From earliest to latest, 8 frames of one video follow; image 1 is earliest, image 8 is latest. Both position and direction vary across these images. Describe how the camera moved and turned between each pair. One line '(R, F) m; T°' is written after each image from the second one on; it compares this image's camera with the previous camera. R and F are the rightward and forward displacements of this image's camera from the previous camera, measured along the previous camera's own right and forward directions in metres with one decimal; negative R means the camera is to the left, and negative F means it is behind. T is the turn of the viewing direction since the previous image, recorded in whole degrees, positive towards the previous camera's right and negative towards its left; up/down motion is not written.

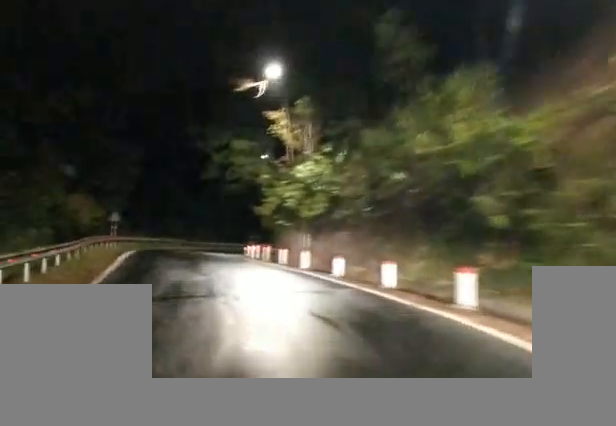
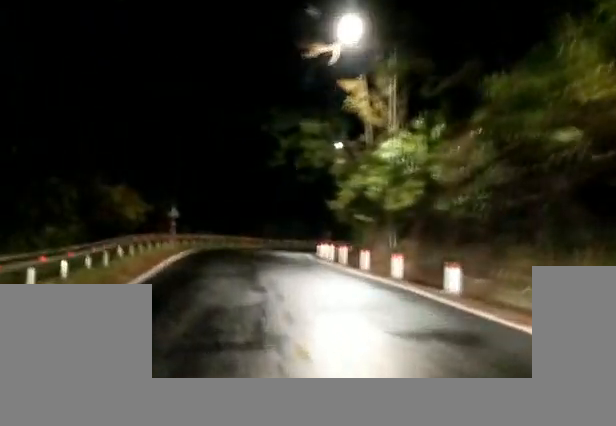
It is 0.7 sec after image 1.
(0.0, +7.5) m; -2°
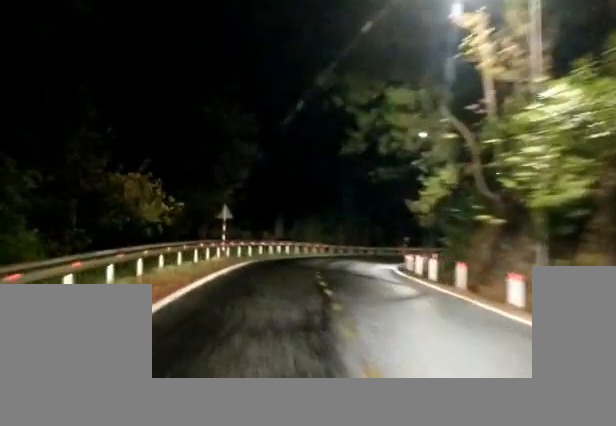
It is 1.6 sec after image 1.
(-0.4, +10.8) m; -5°
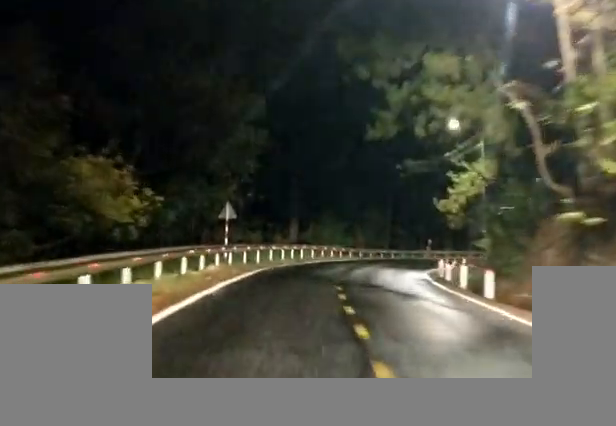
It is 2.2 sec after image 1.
(-0.4, +6.0) m; -2°
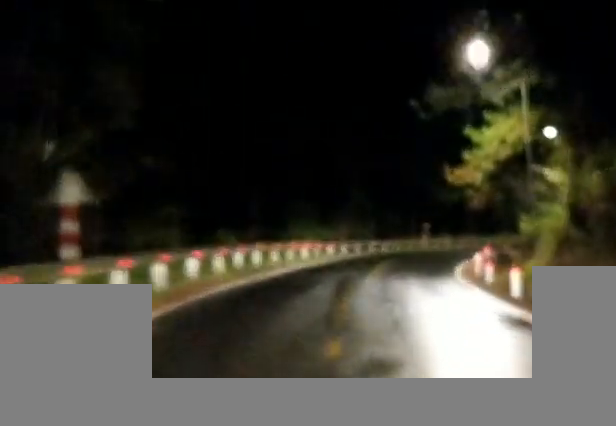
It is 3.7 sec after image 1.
(+0.2, +18.8) m; +5°
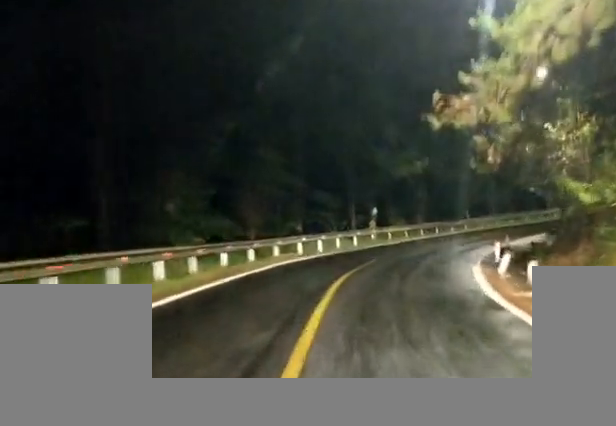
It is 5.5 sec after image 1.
(+3.0, +20.8) m; +10°
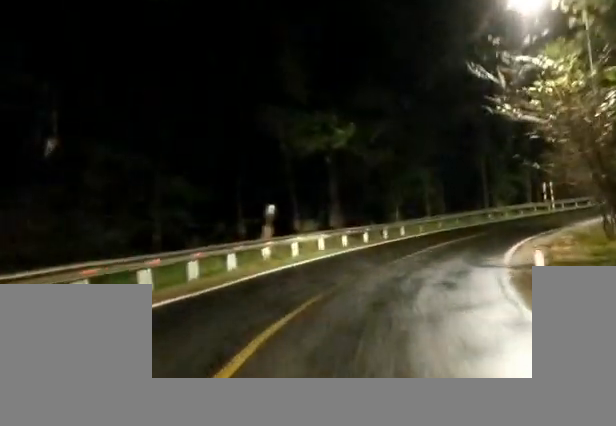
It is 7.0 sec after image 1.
(-0.9, +17.9) m; +2°
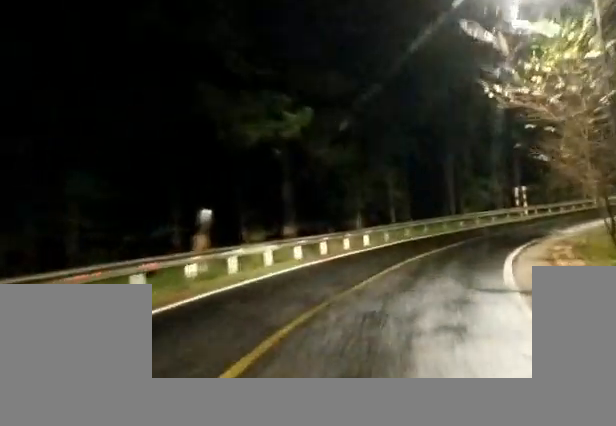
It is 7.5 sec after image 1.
(+0.1, +5.3) m; +2°
